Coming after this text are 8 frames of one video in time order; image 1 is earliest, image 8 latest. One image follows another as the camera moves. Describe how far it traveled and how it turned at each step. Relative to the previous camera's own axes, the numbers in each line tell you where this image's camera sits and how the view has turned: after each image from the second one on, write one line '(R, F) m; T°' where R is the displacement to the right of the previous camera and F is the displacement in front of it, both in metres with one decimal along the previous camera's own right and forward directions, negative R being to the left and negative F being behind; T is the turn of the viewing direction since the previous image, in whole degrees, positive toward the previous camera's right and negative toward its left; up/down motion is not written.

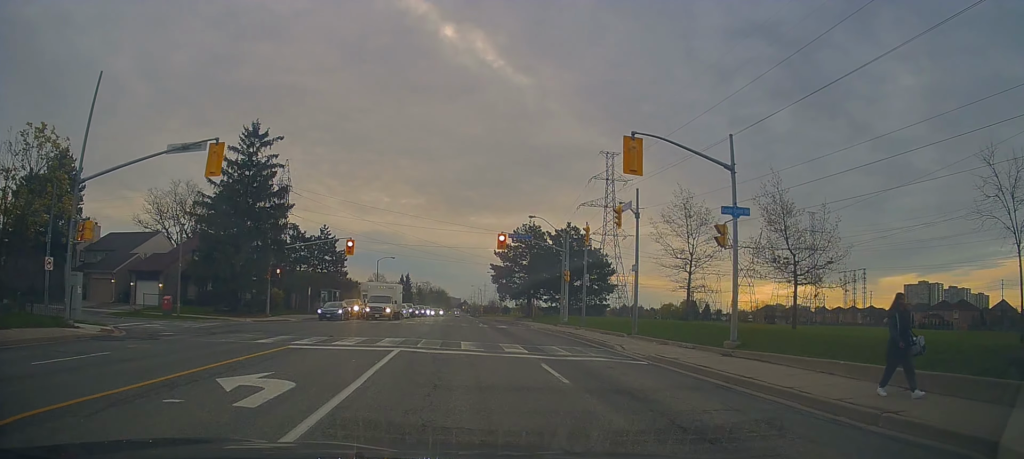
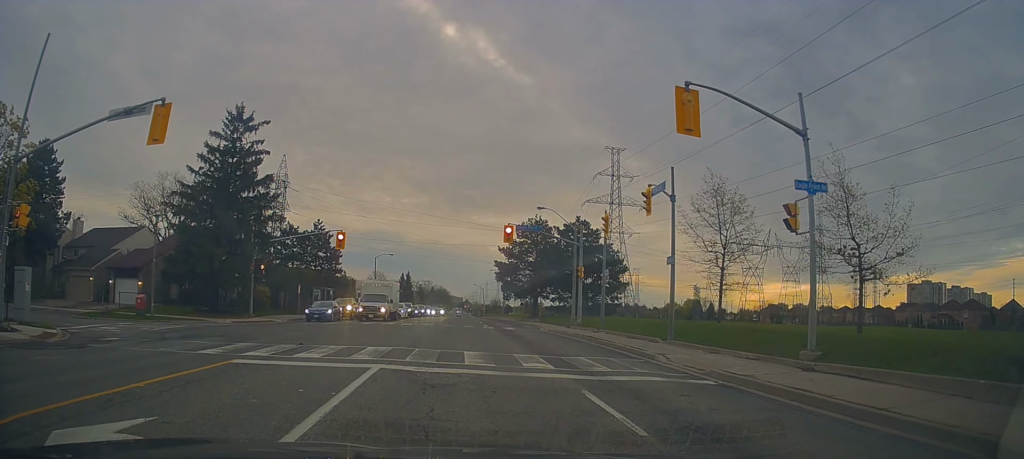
(0.0, +4.2) m; -2°
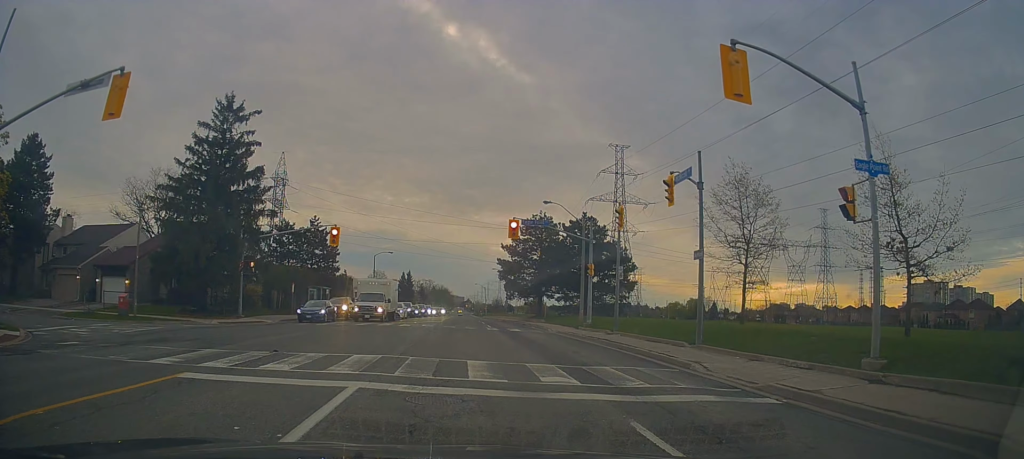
(-0.1, +2.1) m; -2°
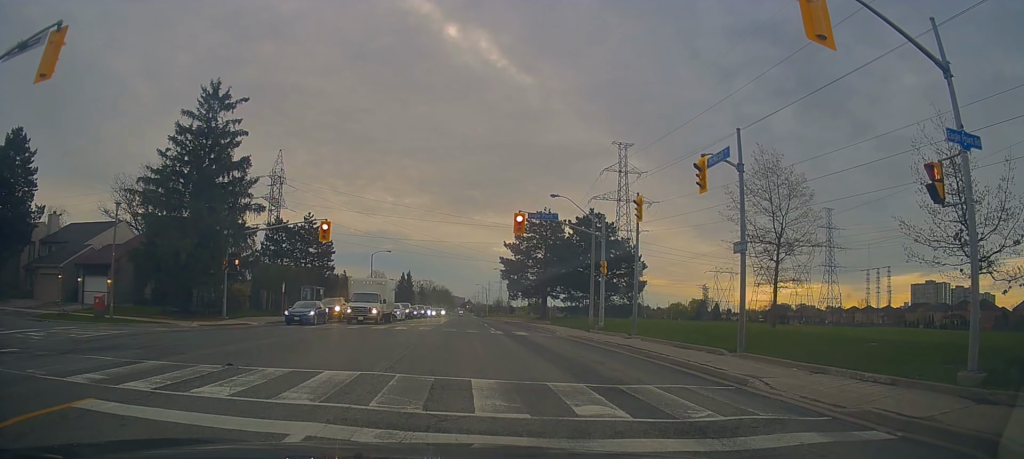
(-0.1, +3.1) m; -3°
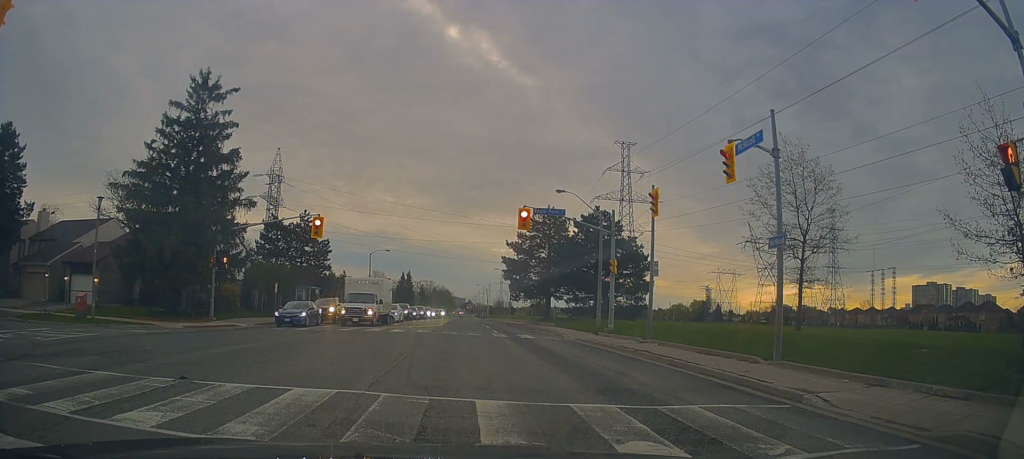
(-0.1, +3.3) m; 0°
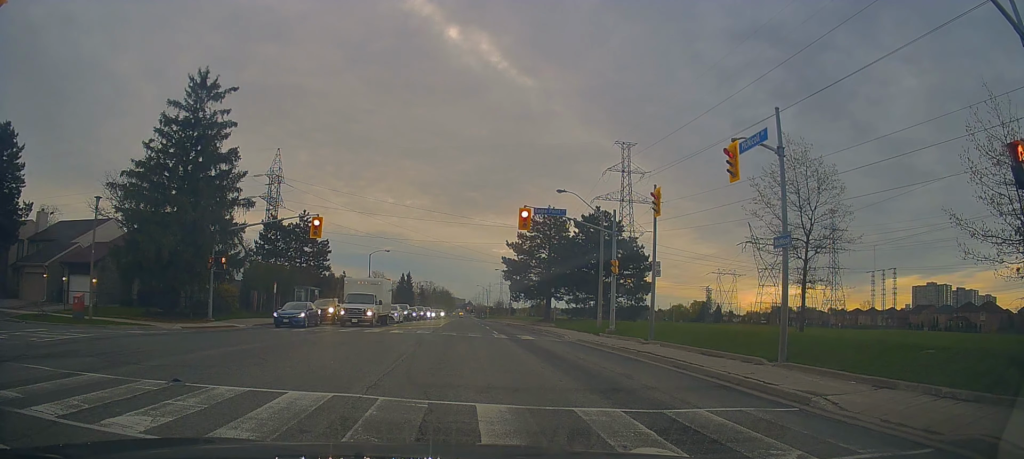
(+0.1, +1.0) m; 0°
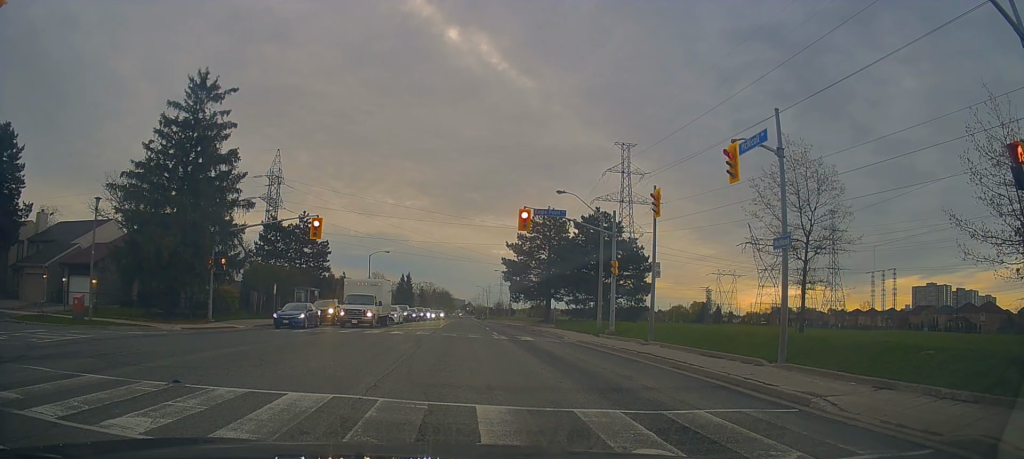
(0.0, +0.6) m; 0°
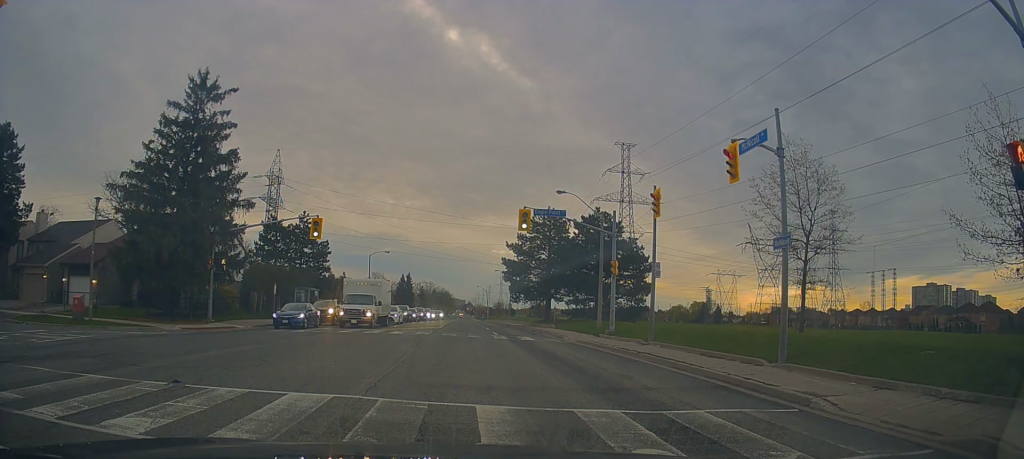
(0.0, 0.0) m; 0°
